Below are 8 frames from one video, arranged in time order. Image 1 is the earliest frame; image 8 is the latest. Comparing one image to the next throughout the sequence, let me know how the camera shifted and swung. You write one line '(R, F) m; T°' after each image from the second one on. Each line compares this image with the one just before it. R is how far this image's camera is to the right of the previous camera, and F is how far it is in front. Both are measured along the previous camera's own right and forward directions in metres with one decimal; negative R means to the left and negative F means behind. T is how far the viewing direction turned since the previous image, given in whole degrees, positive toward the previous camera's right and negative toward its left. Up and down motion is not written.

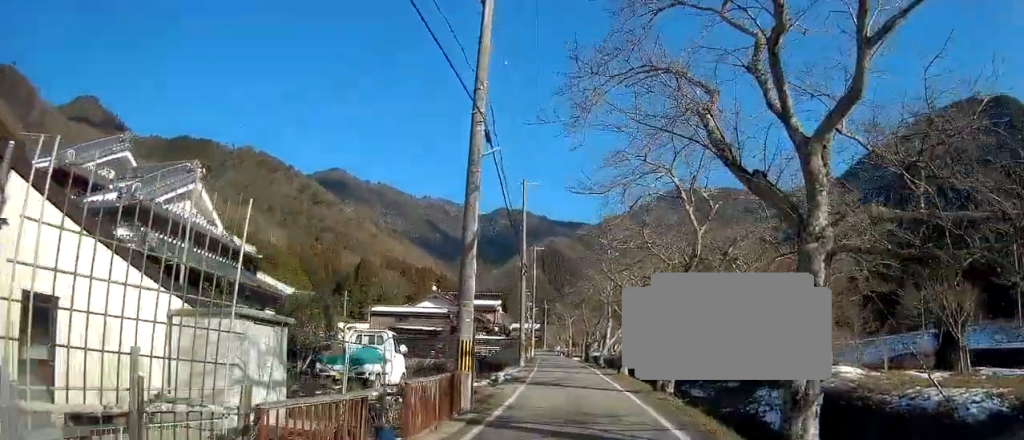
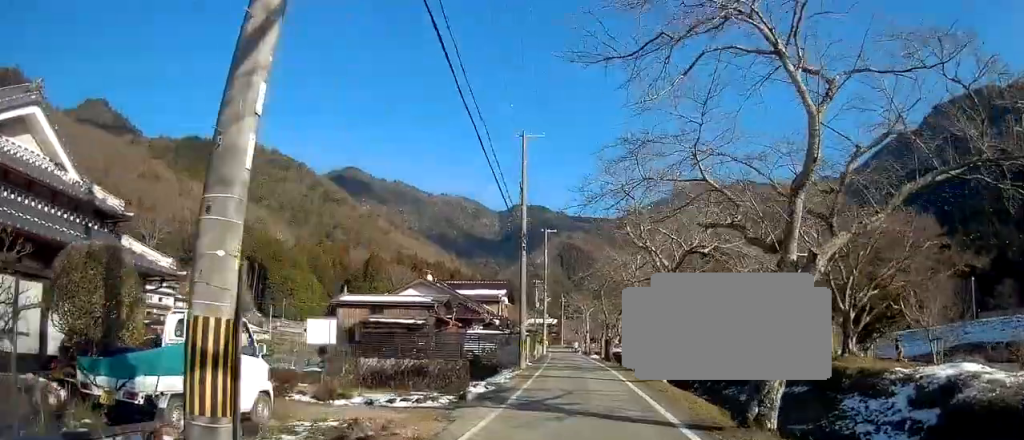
(-0.1, +8.8) m; -1°
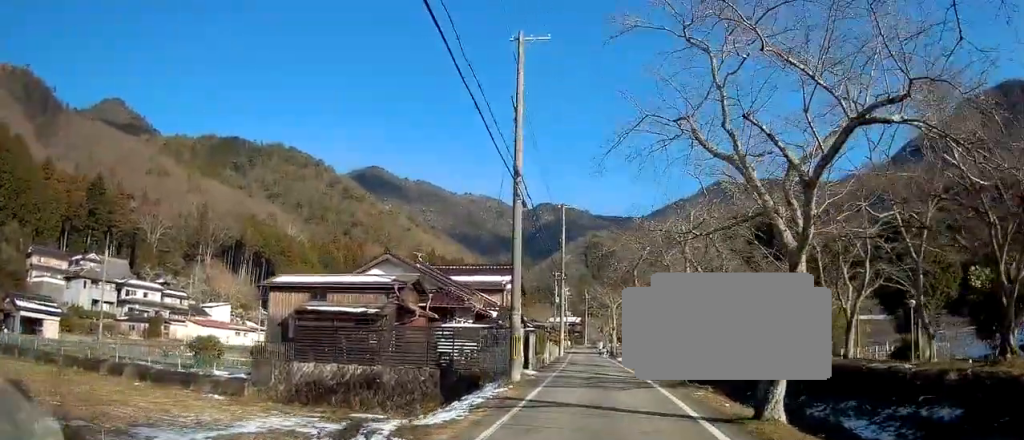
(0.0, +10.5) m; -2°
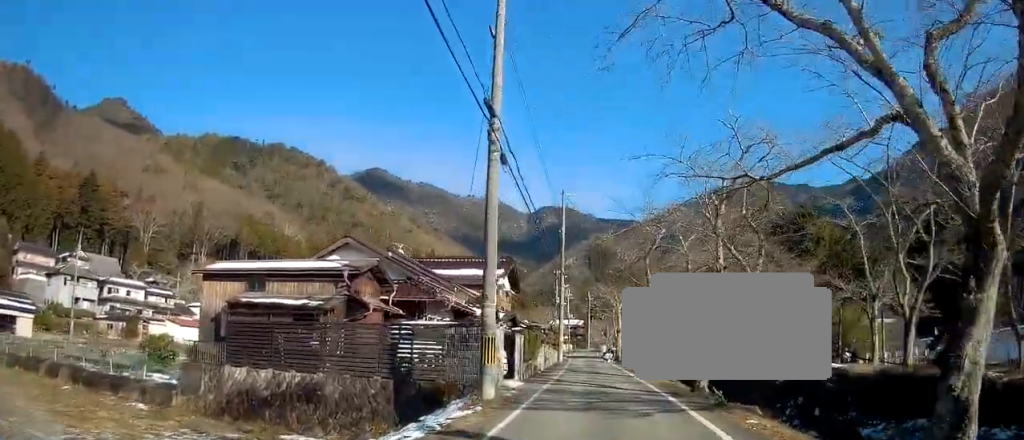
(-0.1, +5.2) m; -1°
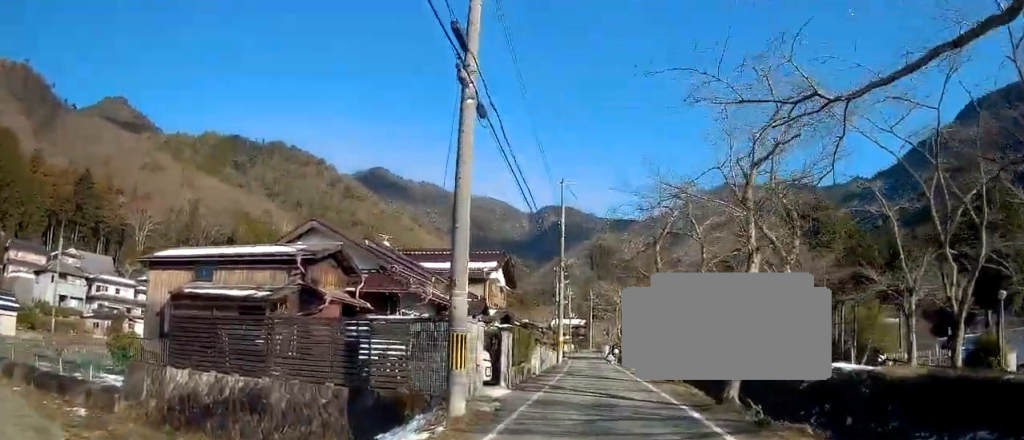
(0.0, +3.2) m; -1°
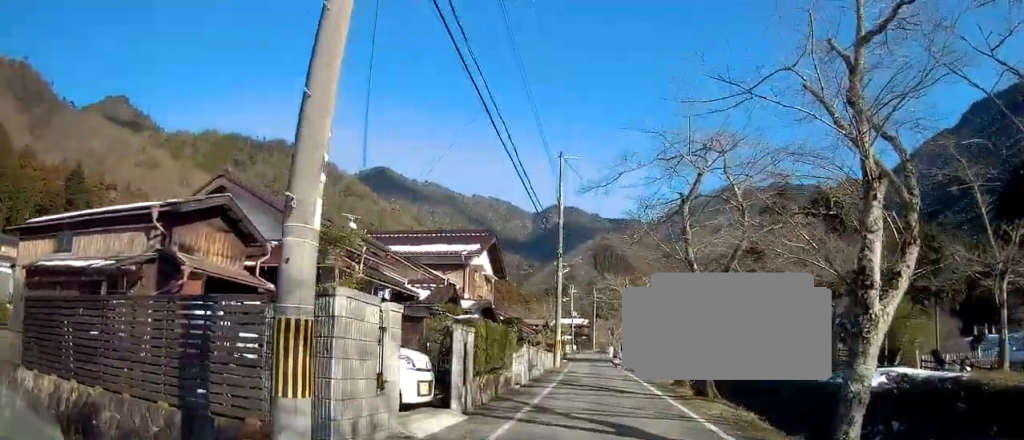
(0.0, +6.1) m; -1°
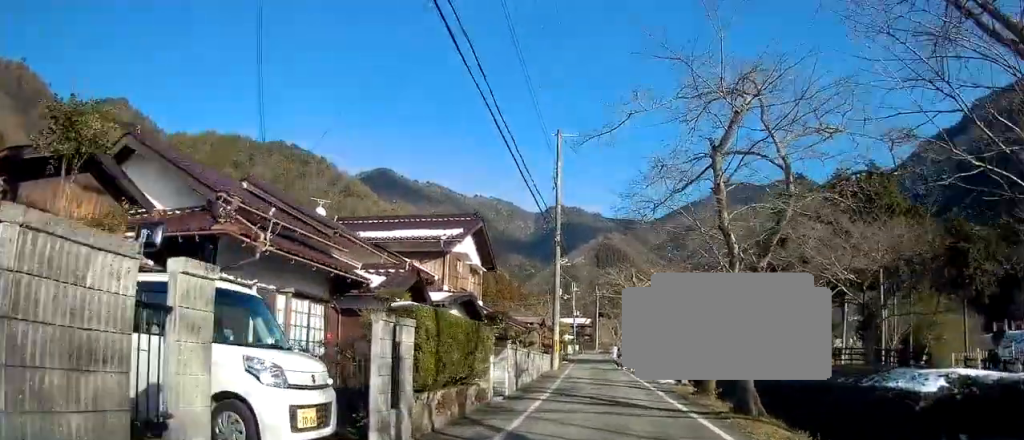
(-0.1, +3.9) m; 0°
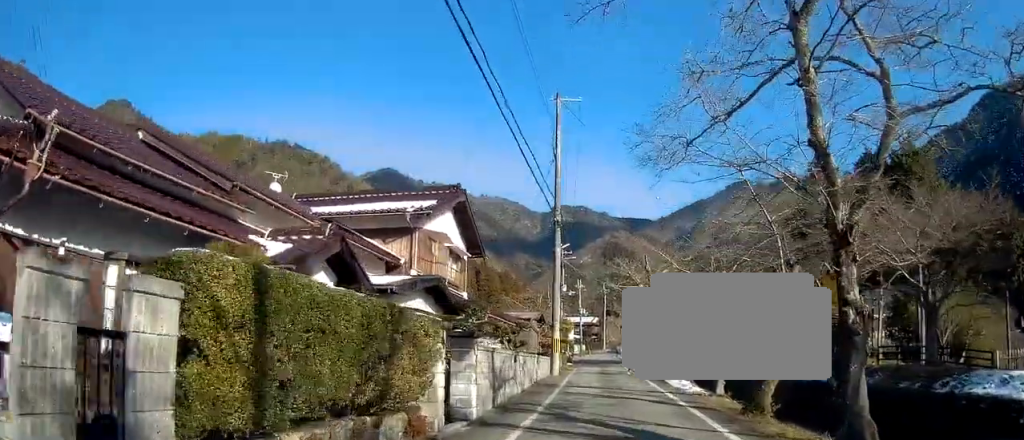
(-0.1, +4.8) m; +1°
